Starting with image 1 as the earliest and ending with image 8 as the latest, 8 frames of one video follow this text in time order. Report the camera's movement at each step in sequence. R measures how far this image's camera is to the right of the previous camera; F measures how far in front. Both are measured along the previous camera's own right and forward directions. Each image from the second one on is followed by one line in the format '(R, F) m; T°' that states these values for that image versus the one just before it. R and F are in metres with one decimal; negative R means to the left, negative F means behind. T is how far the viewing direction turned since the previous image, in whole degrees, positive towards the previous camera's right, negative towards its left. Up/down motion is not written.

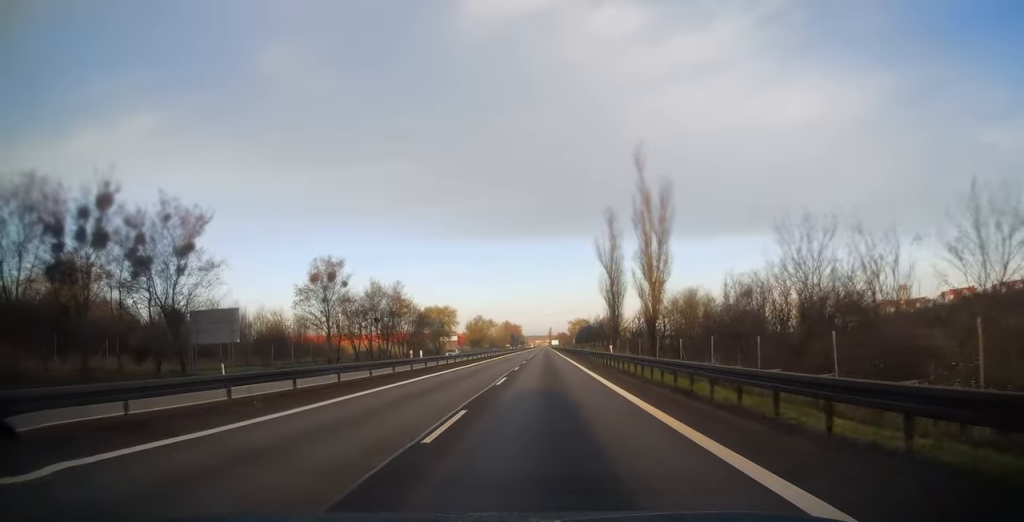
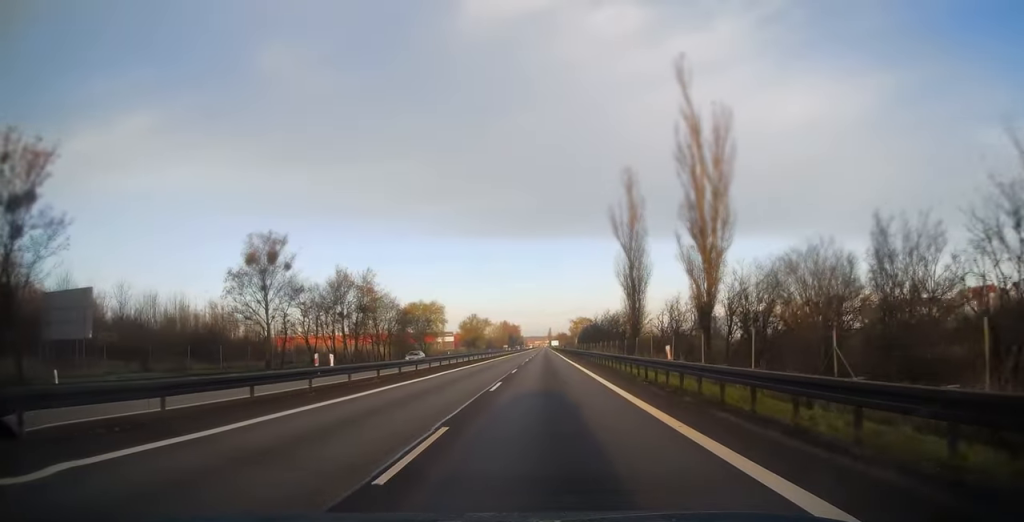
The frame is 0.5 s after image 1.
(-0.1, +14.7) m; 0°
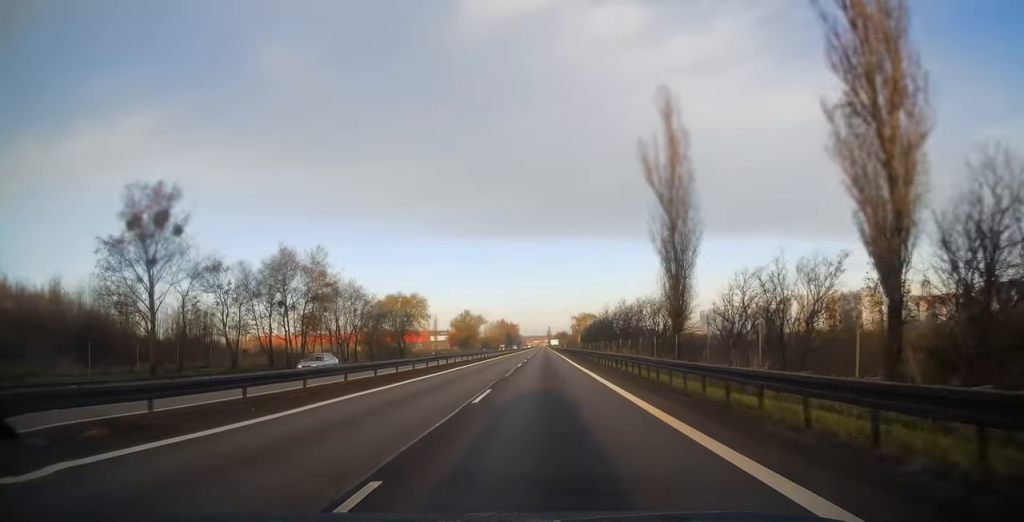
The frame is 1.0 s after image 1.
(+0.1, +16.4) m; 0°
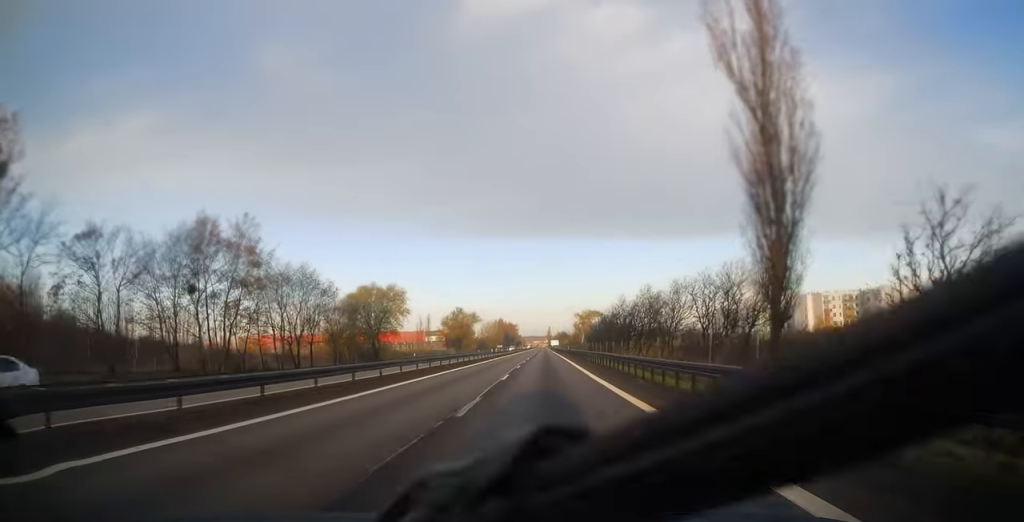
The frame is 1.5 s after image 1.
(+0.1, +14.9) m; 0°
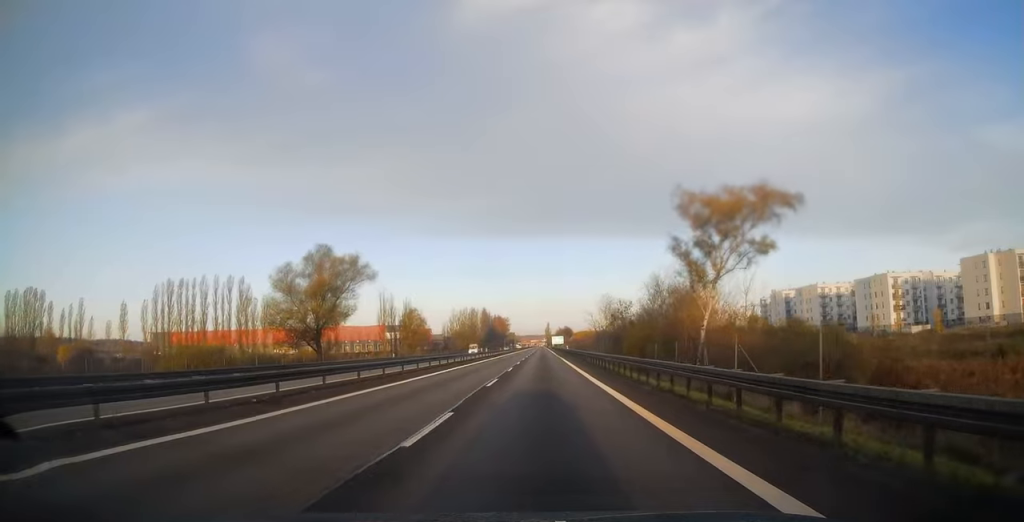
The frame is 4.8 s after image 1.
(-0.2, +102.6) m; 0°
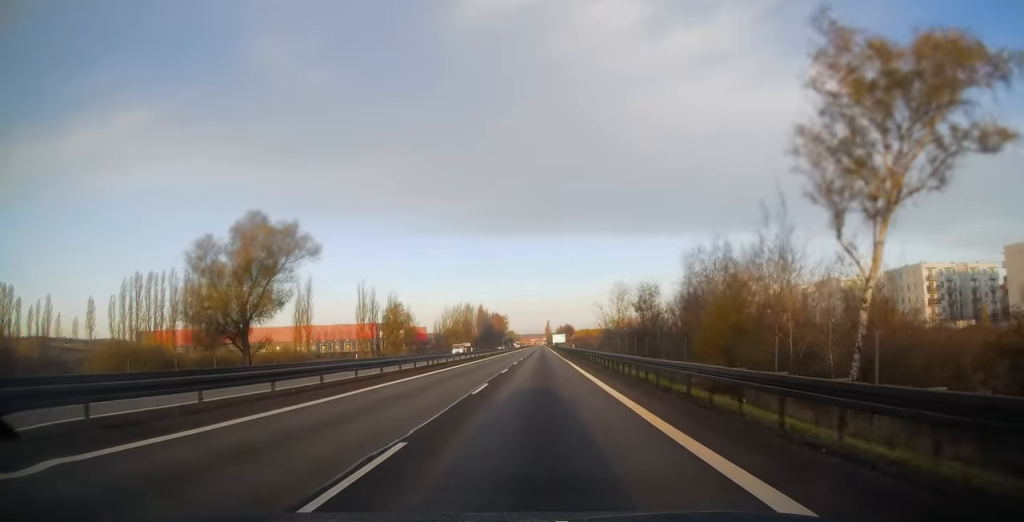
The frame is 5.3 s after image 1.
(0.0, +16.2) m; 0°
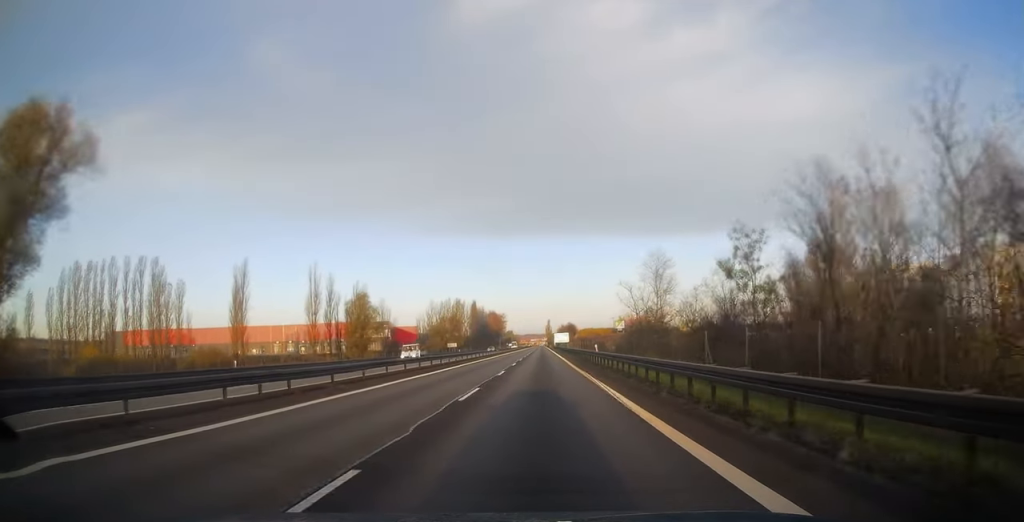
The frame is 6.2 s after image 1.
(0.0, +26.6) m; 0°
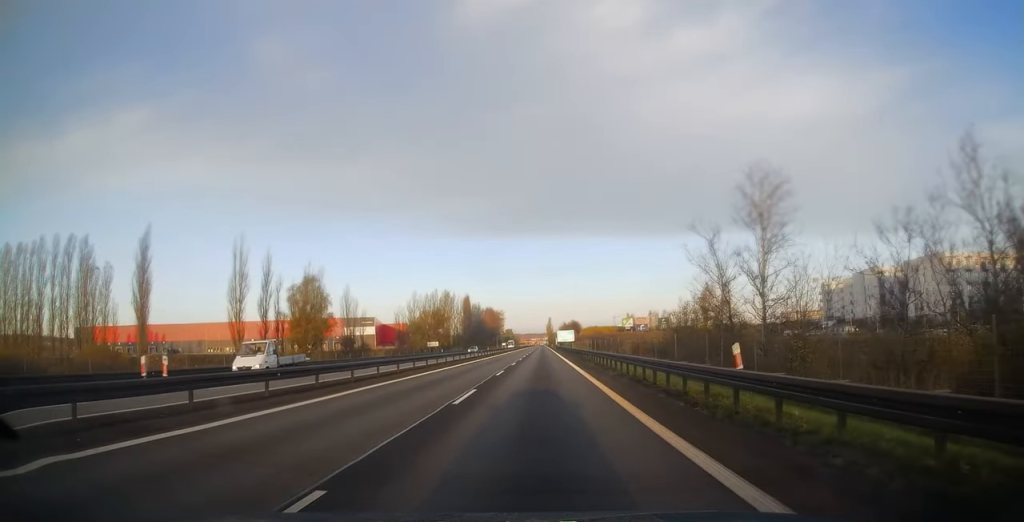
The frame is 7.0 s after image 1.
(+0.1, +25.6) m; 0°
